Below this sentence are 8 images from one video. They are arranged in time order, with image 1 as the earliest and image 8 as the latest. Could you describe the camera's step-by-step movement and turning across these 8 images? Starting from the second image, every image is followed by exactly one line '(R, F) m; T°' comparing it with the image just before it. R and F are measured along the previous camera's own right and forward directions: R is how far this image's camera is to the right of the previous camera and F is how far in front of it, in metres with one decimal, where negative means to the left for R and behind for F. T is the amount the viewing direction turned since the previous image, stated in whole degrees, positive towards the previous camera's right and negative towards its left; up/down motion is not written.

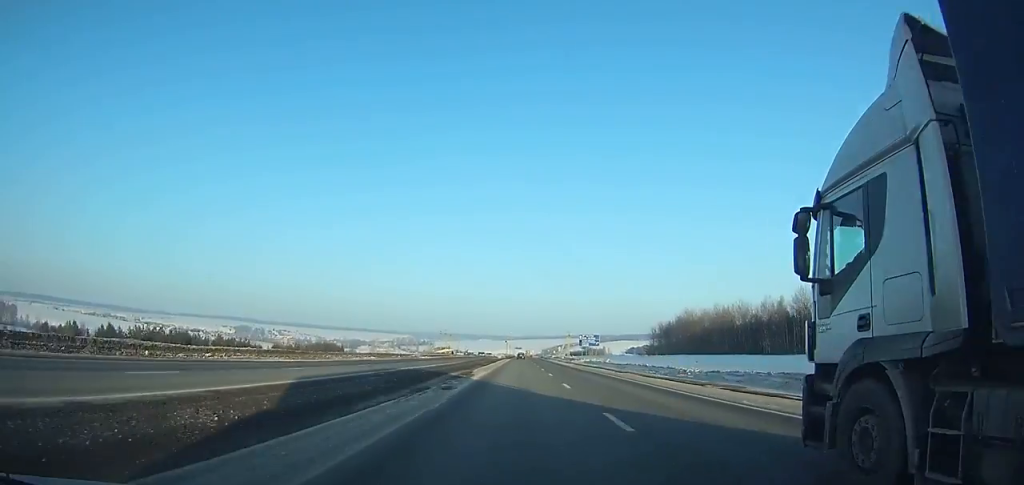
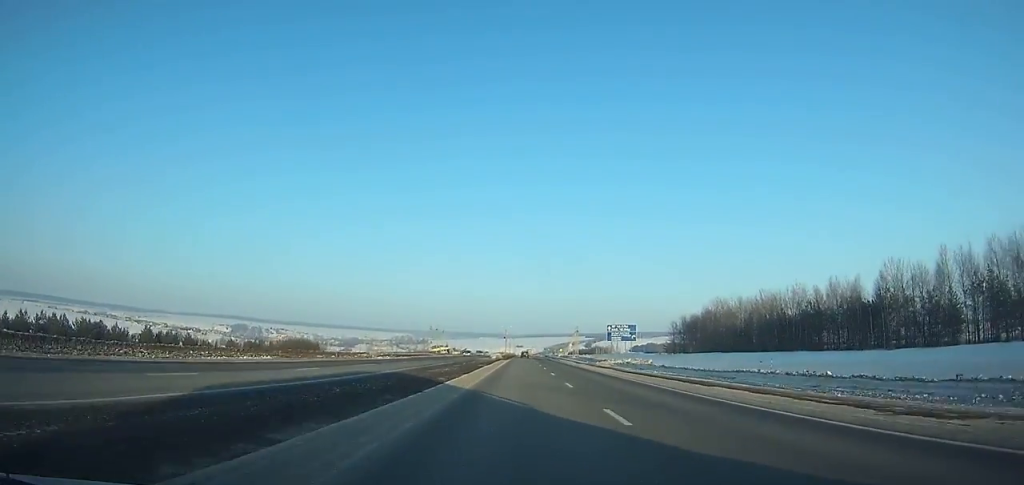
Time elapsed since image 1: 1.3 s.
(-0.4, +34.4) m; 0°
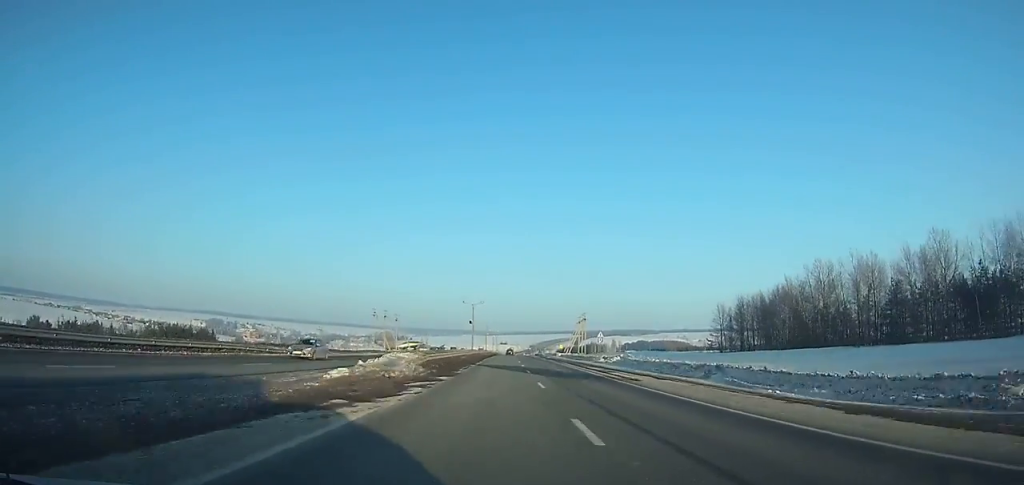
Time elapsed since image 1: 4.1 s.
(+1.0, +73.2) m; +1°
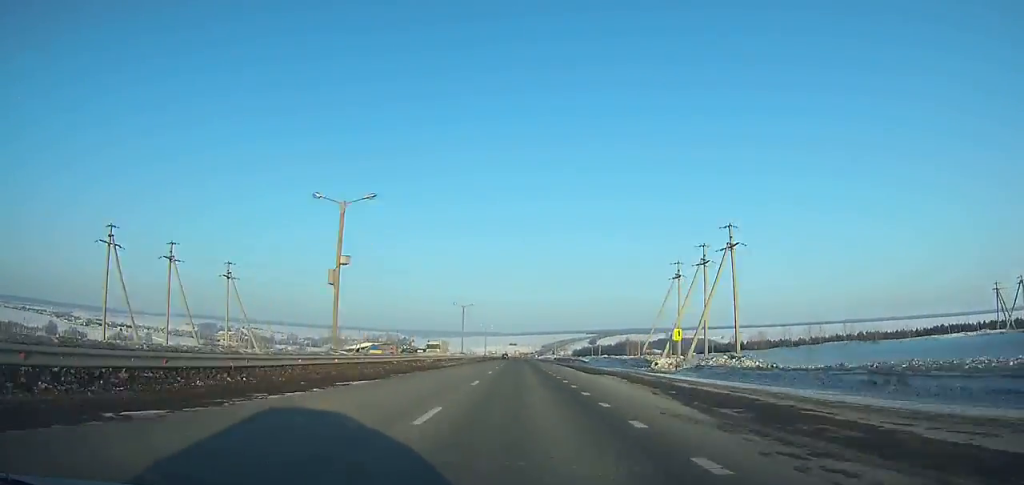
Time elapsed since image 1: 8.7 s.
(-1.0, +118.2) m; -1°
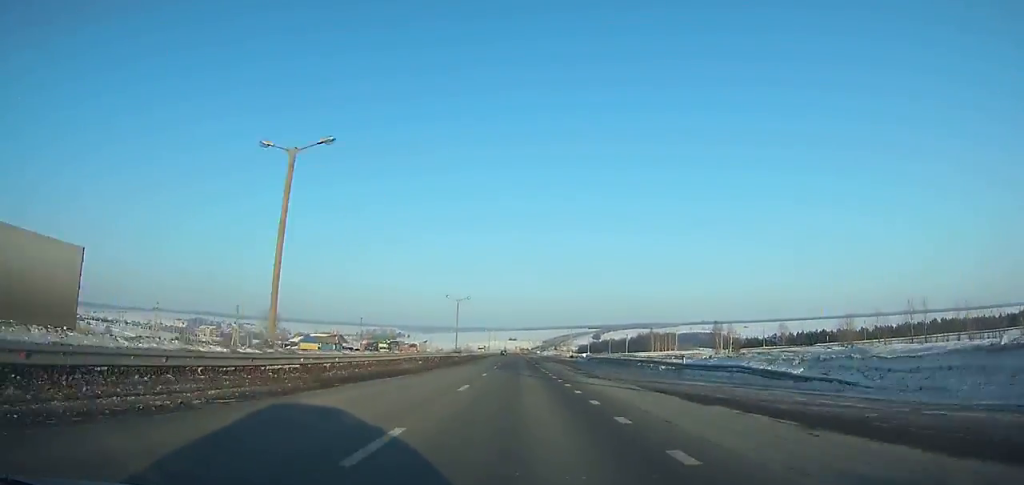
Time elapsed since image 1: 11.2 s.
(-0.6, +63.4) m; -1°
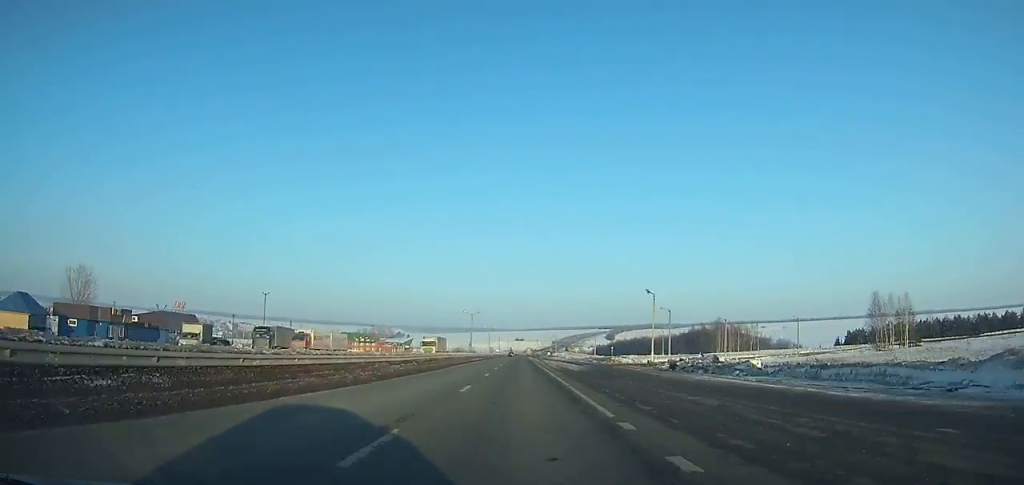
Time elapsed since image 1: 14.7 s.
(-0.1, +88.0) m; 0°
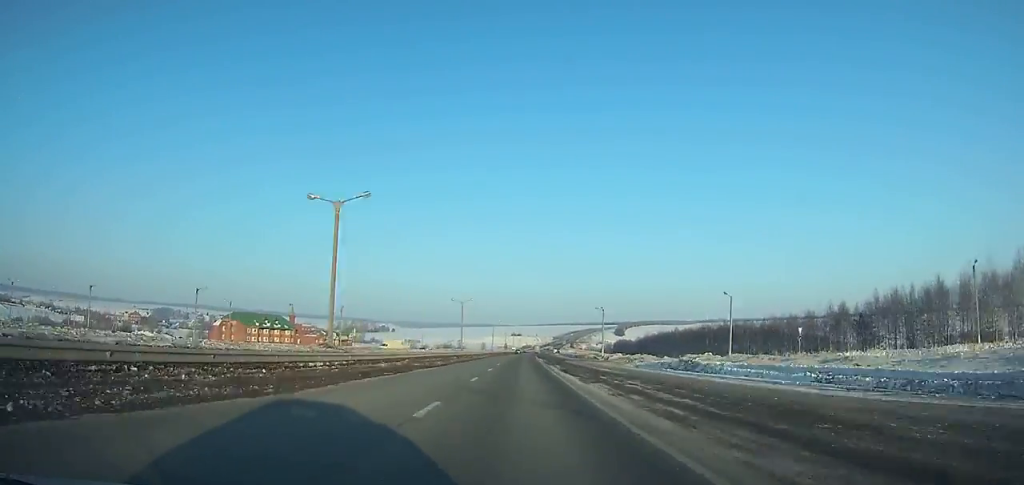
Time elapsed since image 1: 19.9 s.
(+0.8, +129.7) m; +1°
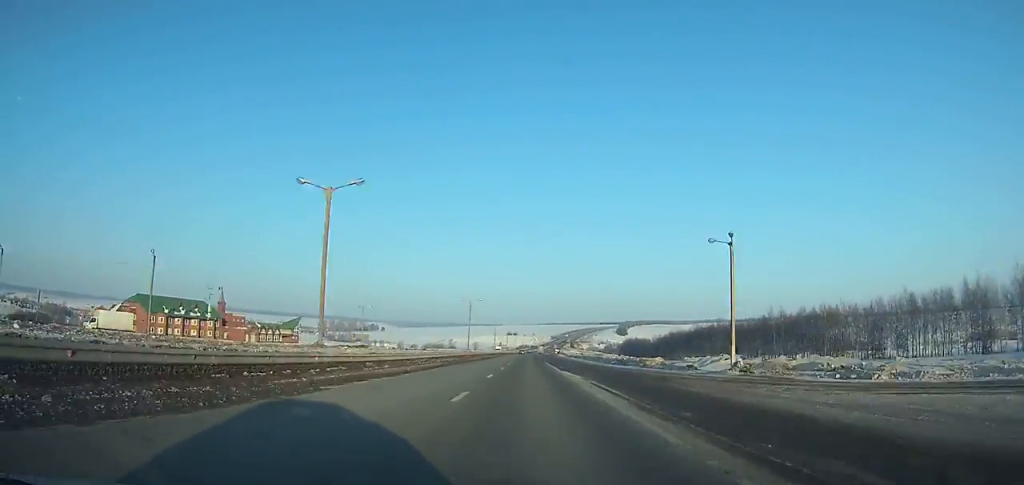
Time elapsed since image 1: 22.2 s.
(0.0, +57.4) m; 0°
